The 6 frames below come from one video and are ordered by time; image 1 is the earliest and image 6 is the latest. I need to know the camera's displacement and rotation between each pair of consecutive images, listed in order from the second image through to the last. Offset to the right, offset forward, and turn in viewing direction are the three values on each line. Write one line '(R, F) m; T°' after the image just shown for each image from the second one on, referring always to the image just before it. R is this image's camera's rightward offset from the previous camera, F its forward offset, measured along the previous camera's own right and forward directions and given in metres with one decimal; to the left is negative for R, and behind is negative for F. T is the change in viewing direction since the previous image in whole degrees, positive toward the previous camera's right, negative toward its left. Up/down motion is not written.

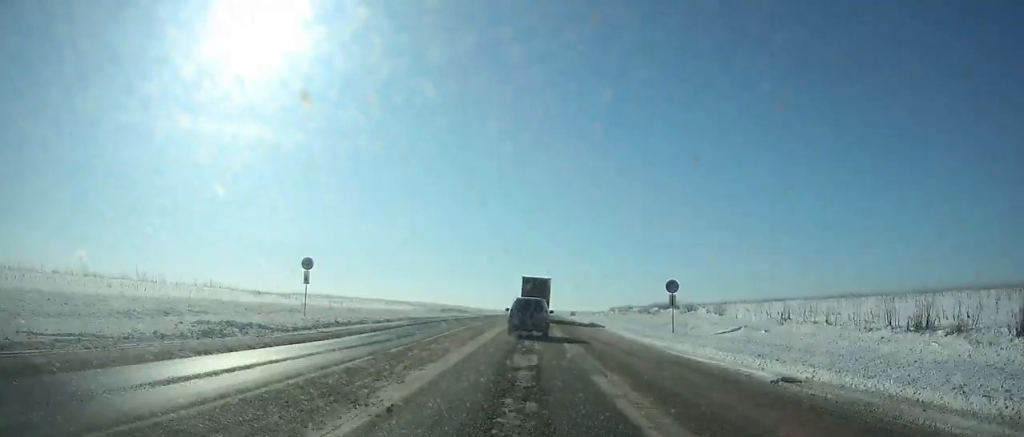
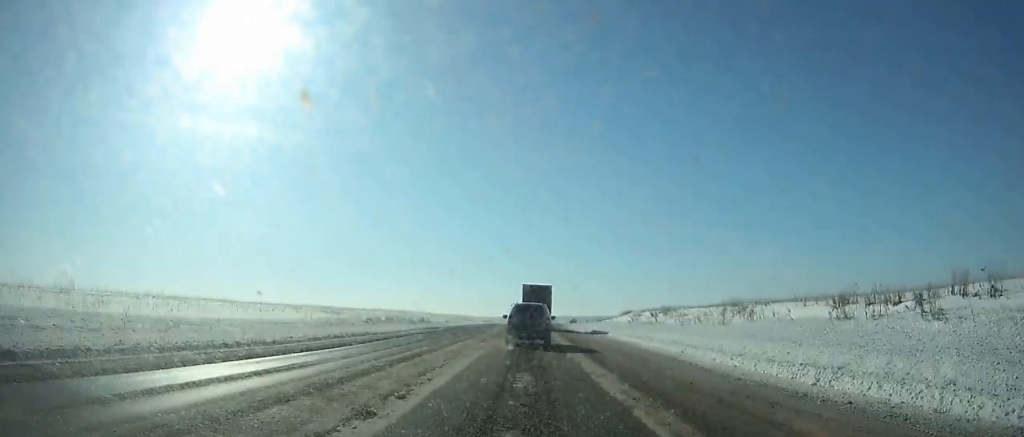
(+0.5, +42.3) m; +1°
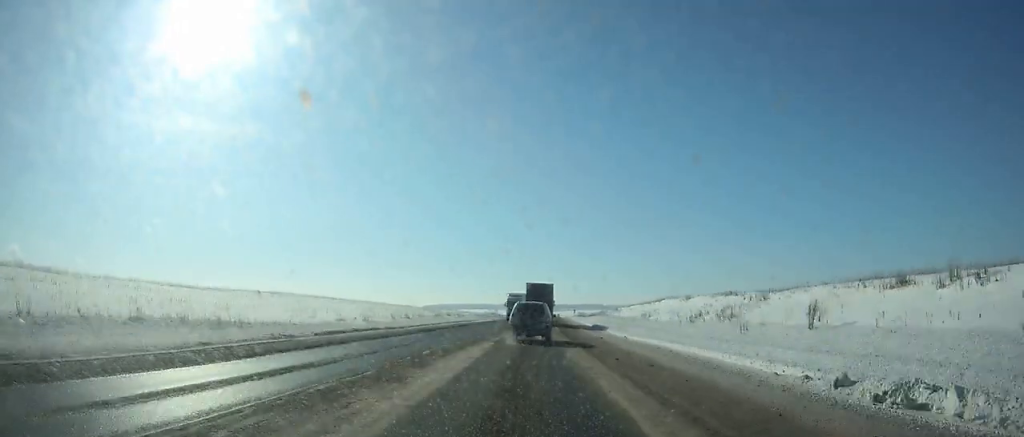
(+3.4, +134.7) m; +3°
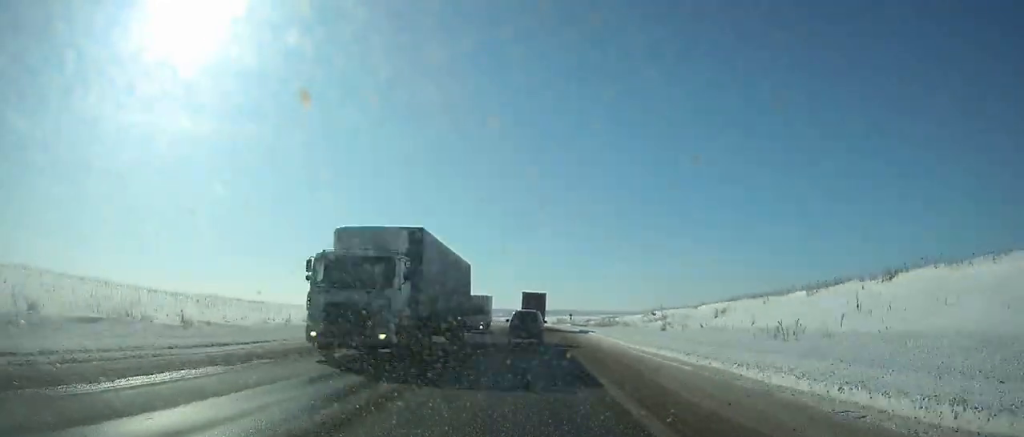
(+1.9, +92.8) m; +2°
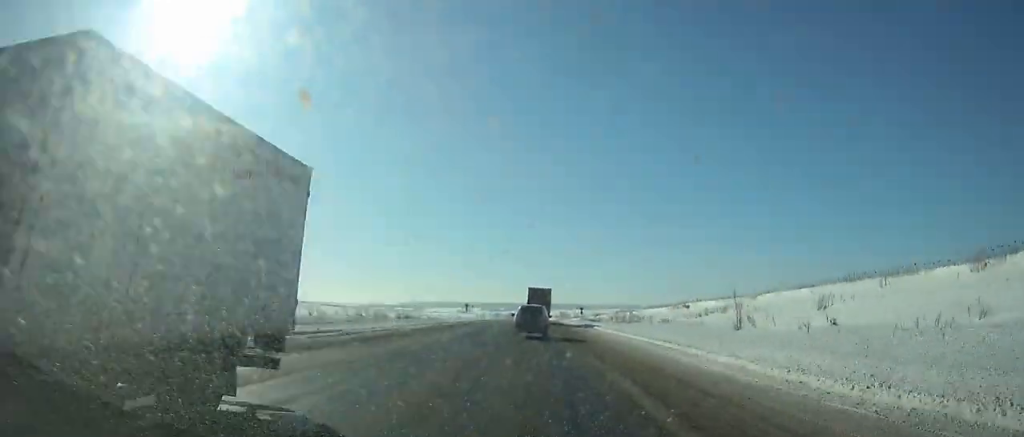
(0.0, +21.4) m; 0°
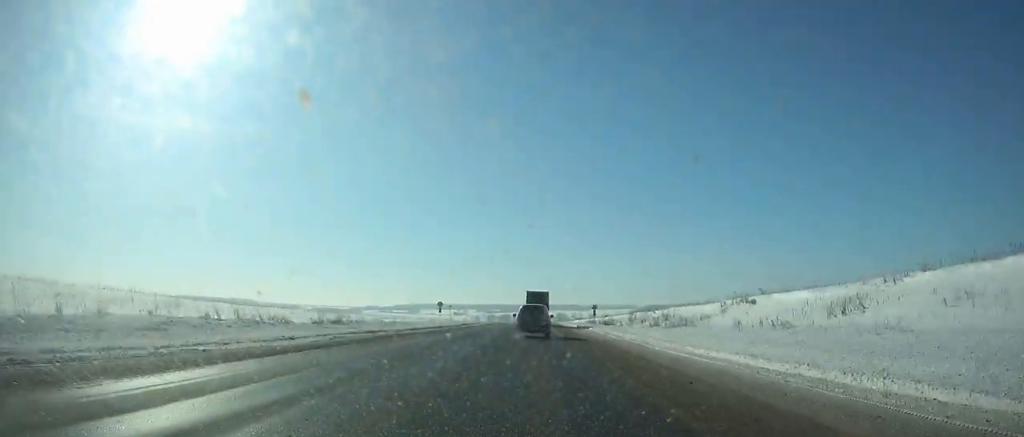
(0.0, +26.5) m; 0°
